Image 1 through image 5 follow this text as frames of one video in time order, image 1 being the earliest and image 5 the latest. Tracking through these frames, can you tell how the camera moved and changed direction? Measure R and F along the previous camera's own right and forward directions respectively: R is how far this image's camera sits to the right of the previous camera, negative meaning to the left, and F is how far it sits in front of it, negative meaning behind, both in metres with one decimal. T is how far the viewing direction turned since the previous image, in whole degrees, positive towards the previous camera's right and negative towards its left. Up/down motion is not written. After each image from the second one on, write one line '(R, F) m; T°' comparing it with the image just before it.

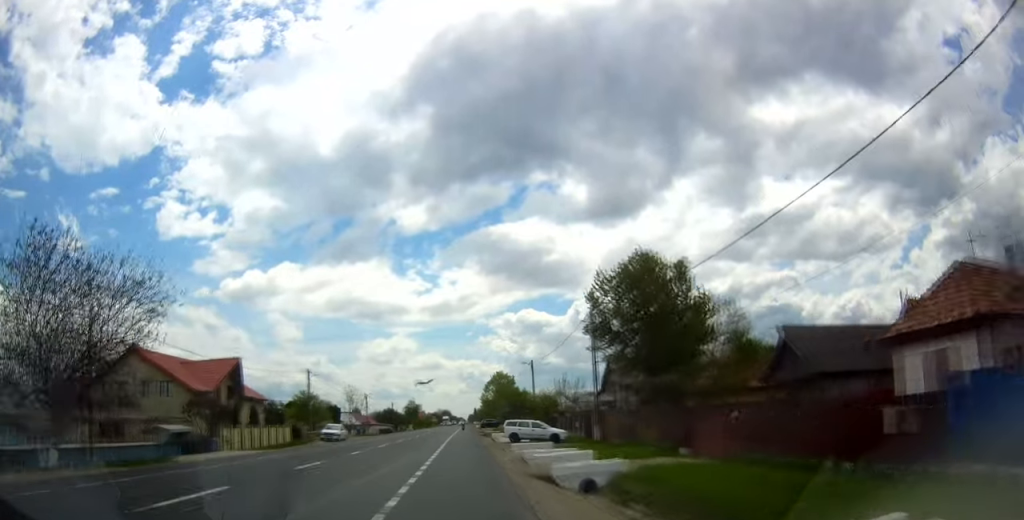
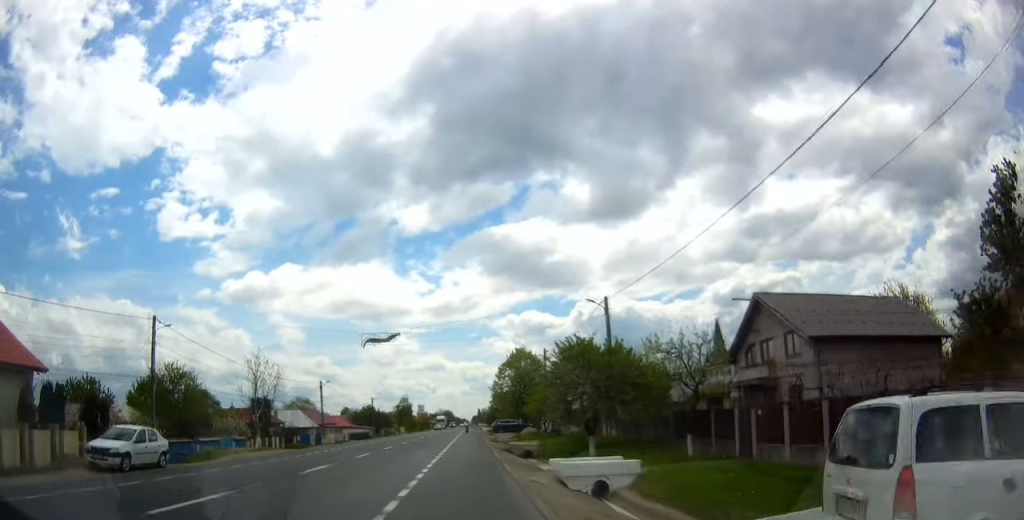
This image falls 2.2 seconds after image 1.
(+0.6, +37.5) m; -1°
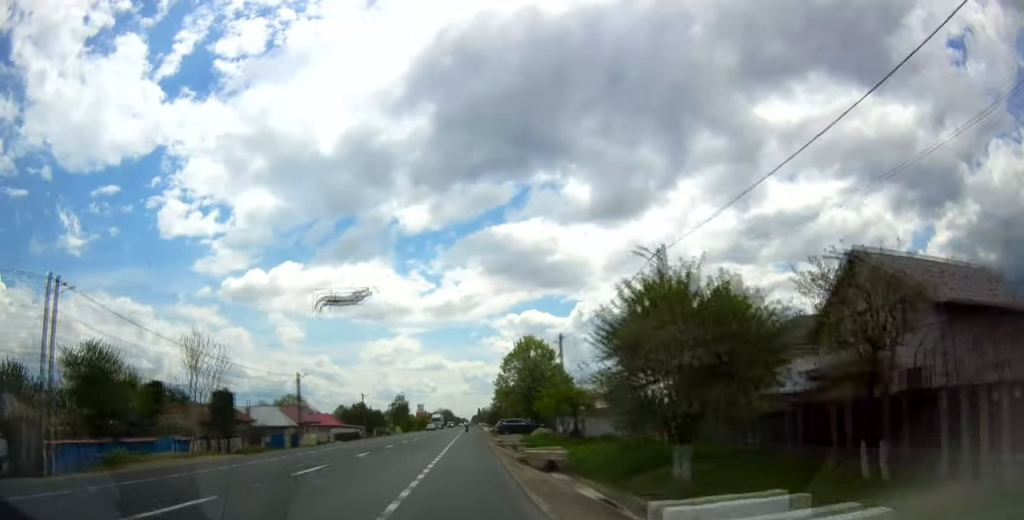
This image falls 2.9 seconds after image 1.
(-0.2, +10.1) m; 0°
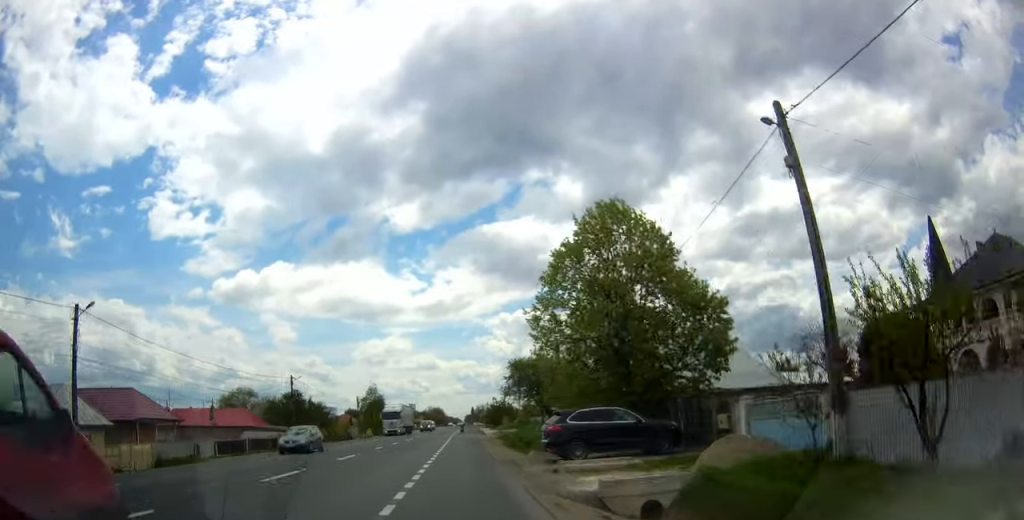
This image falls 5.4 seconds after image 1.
(+0.6, +37.8) m; +1°
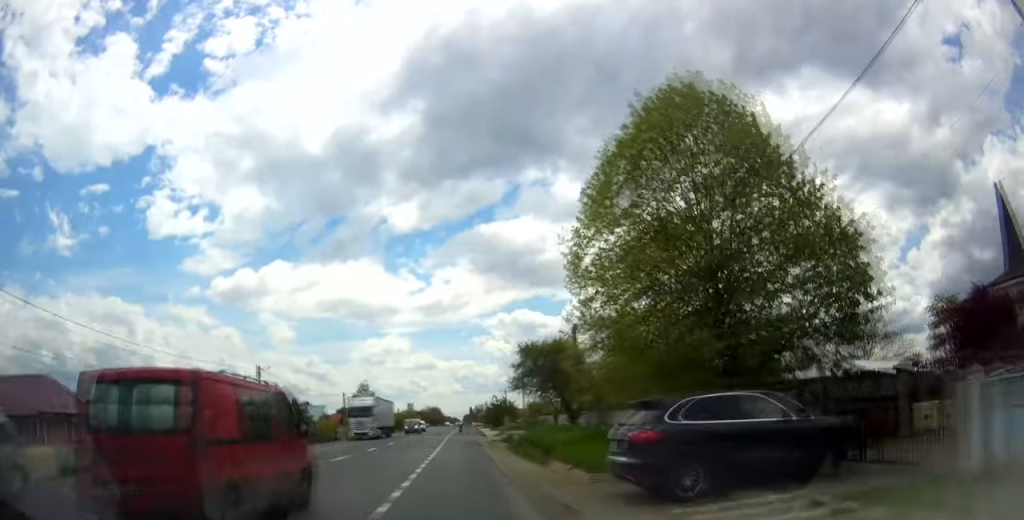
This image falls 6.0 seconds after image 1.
(0.0, +9.7) m; 0°
